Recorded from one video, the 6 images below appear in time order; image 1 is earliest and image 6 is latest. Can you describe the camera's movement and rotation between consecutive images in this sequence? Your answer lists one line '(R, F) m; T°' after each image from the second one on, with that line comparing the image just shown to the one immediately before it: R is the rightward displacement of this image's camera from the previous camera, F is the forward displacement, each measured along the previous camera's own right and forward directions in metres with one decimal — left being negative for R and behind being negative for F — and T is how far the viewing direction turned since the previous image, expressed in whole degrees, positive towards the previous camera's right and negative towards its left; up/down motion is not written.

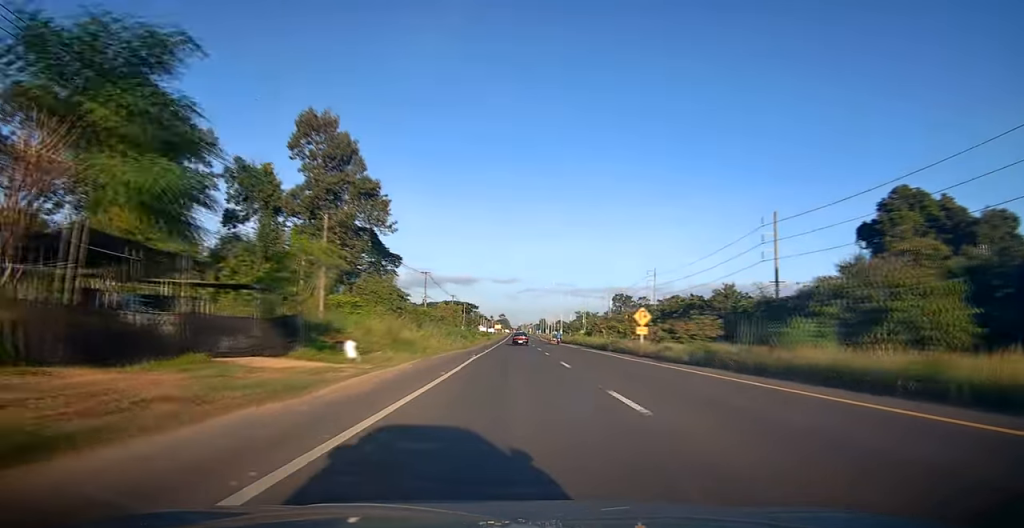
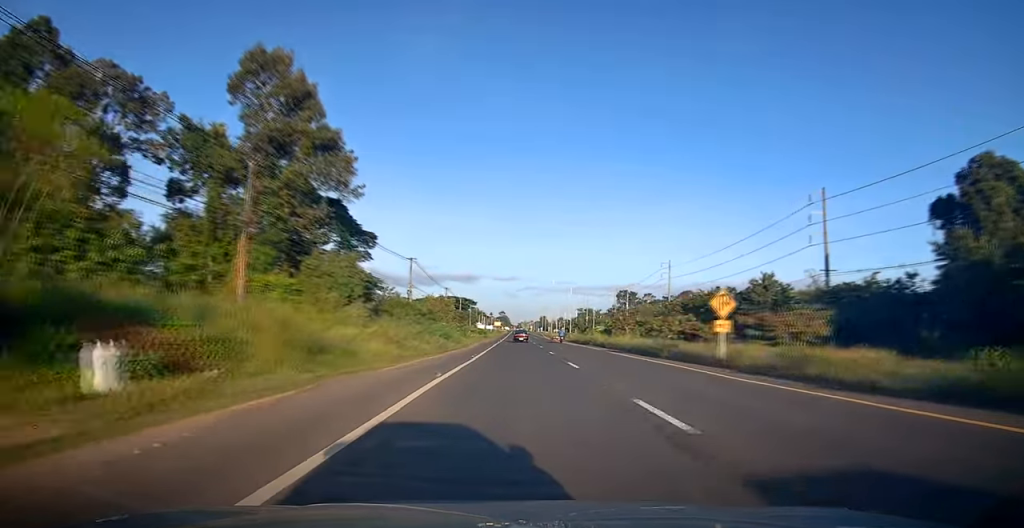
(0.0, +13.9) m; 0°
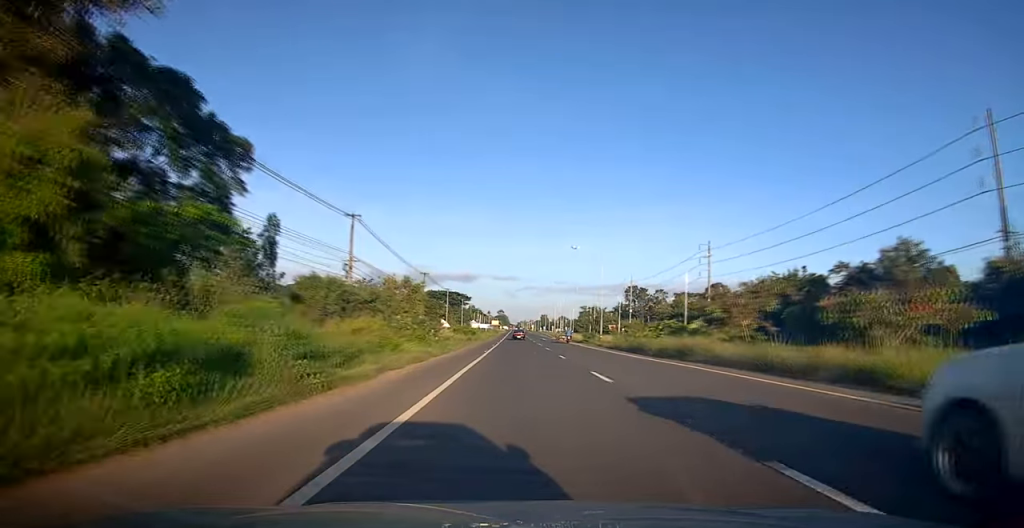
(-0.1, +29.2) m; -1°
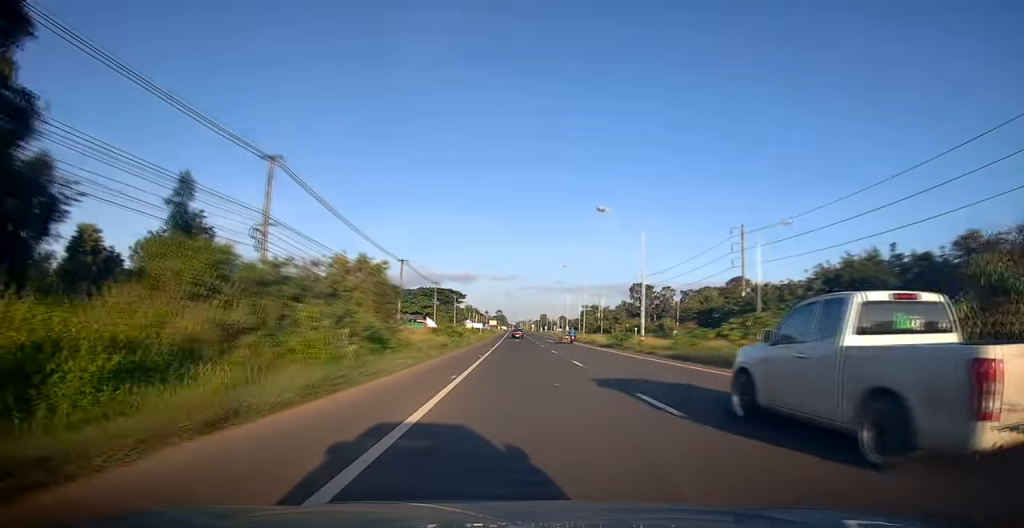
(-0.1, +17.6) m; +1°
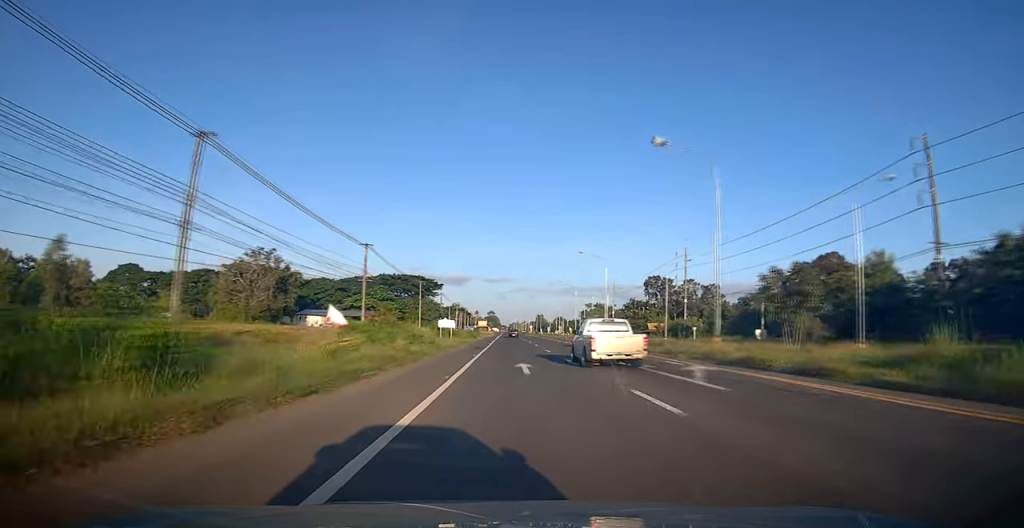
(+0.1, +48.5) m; 0°
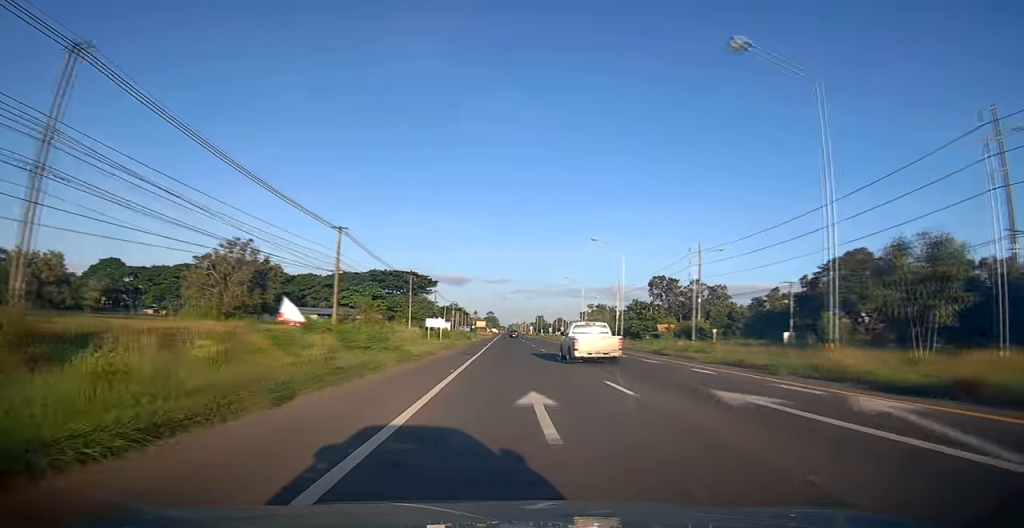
(-0.1, +9.8) m; +1°
